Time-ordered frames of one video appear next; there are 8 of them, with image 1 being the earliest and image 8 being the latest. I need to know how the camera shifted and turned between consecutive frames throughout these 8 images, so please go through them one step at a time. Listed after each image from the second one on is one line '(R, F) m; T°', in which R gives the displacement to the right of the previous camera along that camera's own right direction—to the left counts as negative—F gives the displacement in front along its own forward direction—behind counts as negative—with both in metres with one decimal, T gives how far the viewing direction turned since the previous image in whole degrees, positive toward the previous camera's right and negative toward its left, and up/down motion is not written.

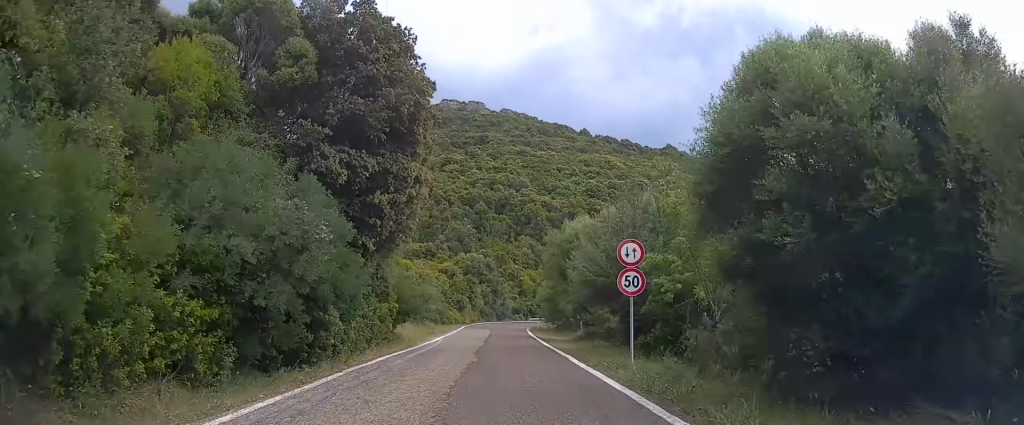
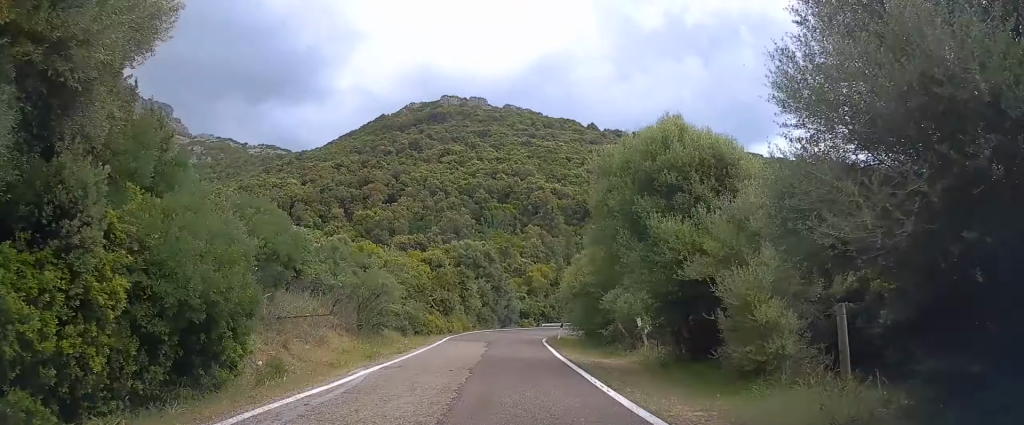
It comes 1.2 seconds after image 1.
(-0.1, +16.8) m; -1°
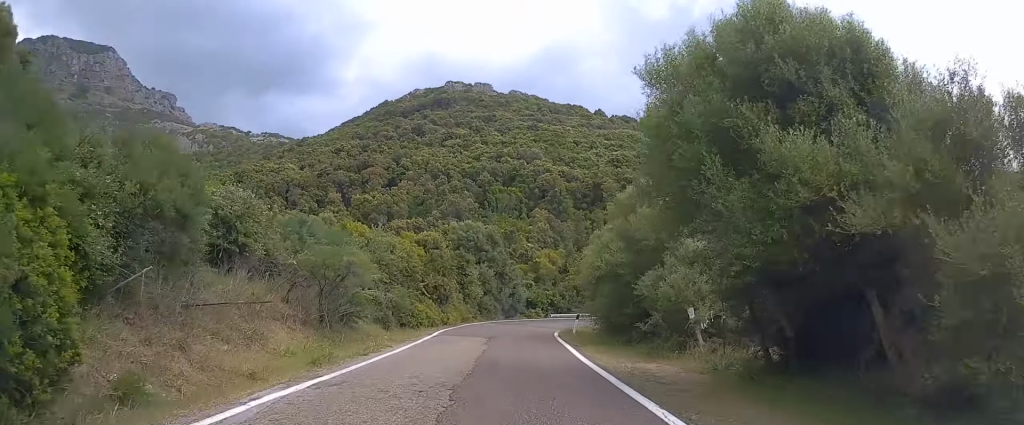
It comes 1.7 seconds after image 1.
(0.0, +5.9) m; 0°
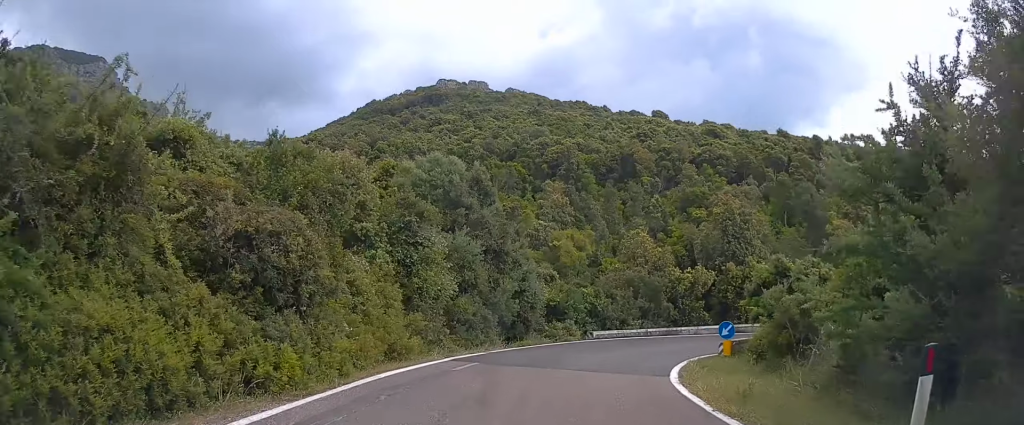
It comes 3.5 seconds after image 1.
(-0.1, +24.5) m; +4°
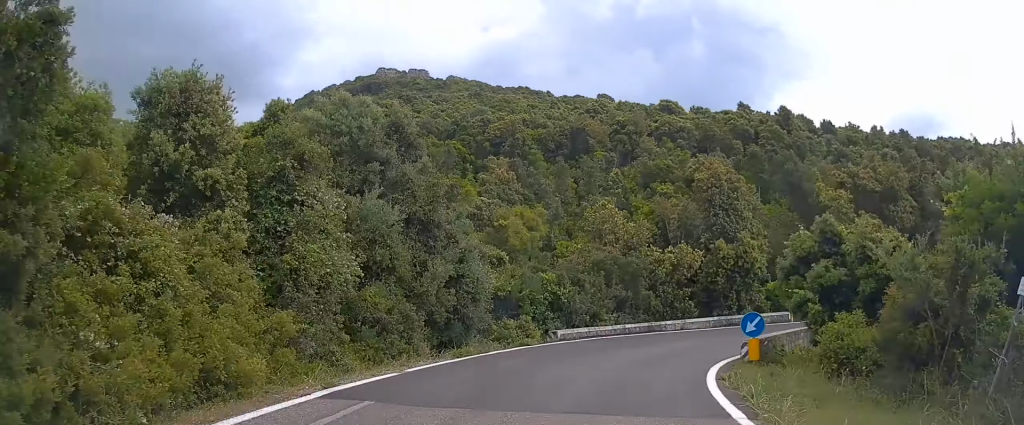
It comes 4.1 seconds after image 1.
(+0.5, +6.7) m; +6°
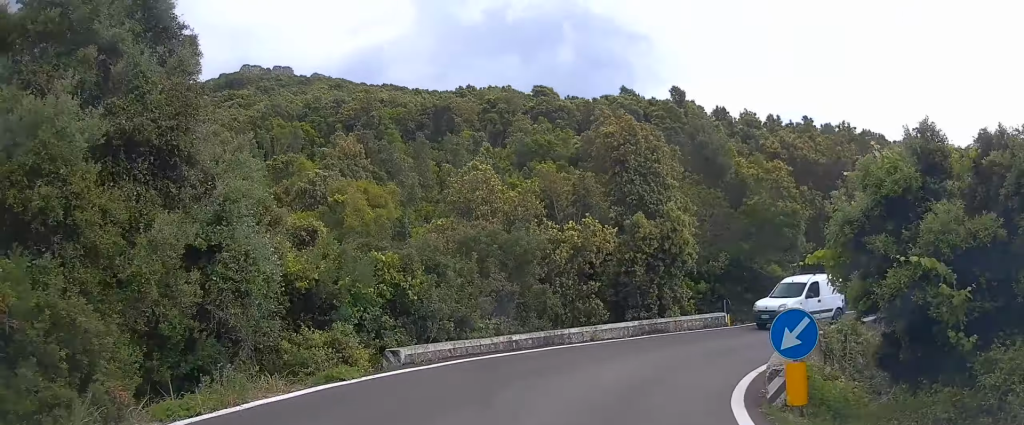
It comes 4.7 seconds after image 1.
(+0.3, +8.0) m; +10°
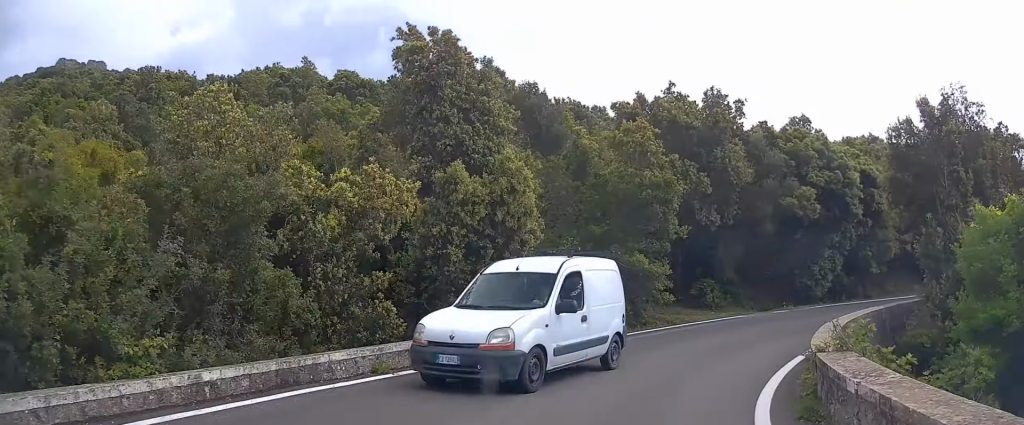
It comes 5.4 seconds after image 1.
(+0.8, +7.5) m; +16°
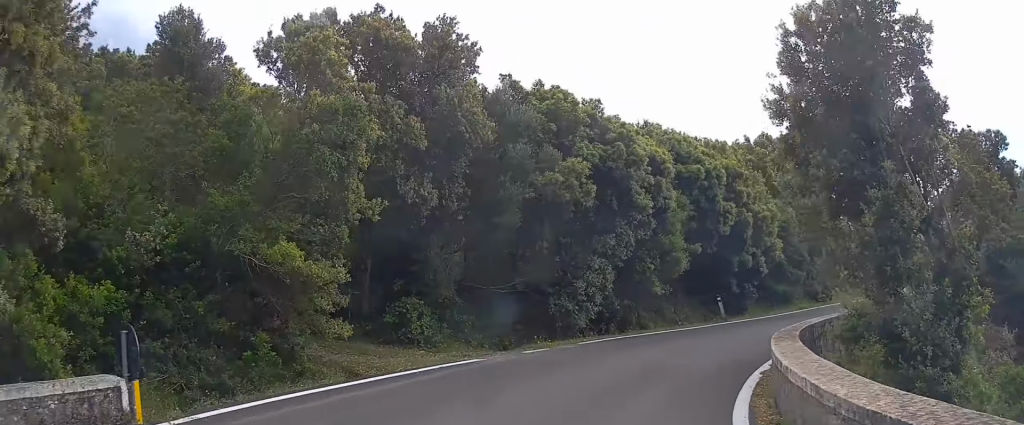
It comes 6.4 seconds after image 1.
(+2.3, +9.4) m; +27°
